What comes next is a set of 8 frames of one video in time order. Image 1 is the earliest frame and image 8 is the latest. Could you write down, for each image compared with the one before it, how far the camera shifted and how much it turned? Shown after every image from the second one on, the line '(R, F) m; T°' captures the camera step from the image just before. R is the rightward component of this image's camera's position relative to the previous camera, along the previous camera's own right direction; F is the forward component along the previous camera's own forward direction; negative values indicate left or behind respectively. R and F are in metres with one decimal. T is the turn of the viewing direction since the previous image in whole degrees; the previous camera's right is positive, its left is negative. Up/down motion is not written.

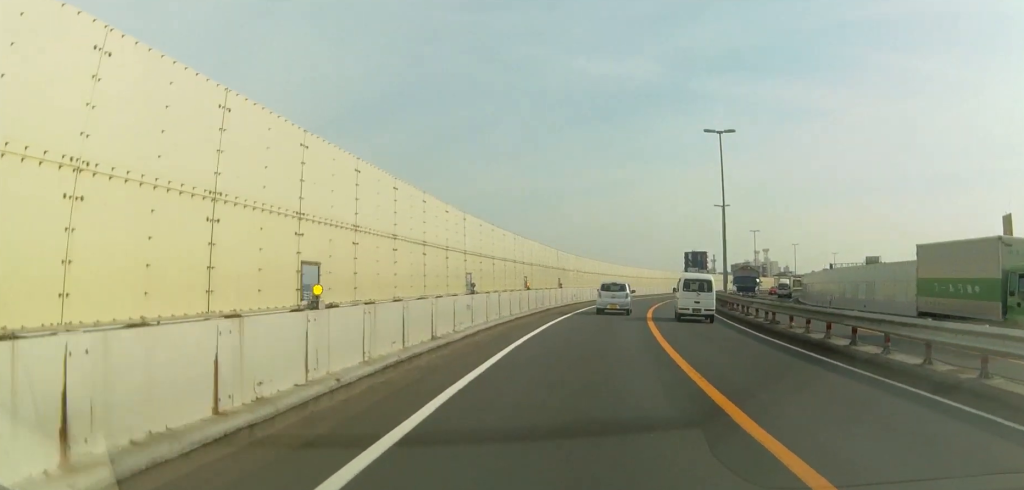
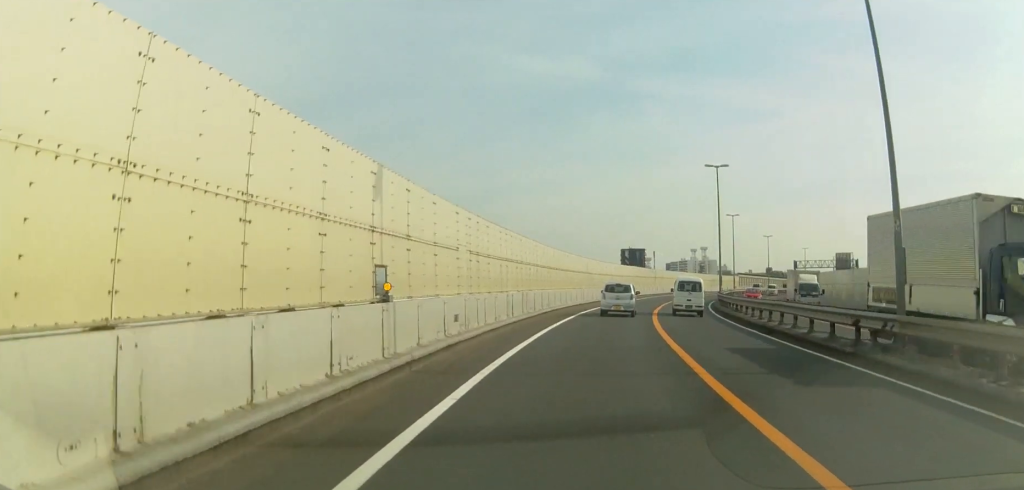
(+1.4, +27.7) m; +6°
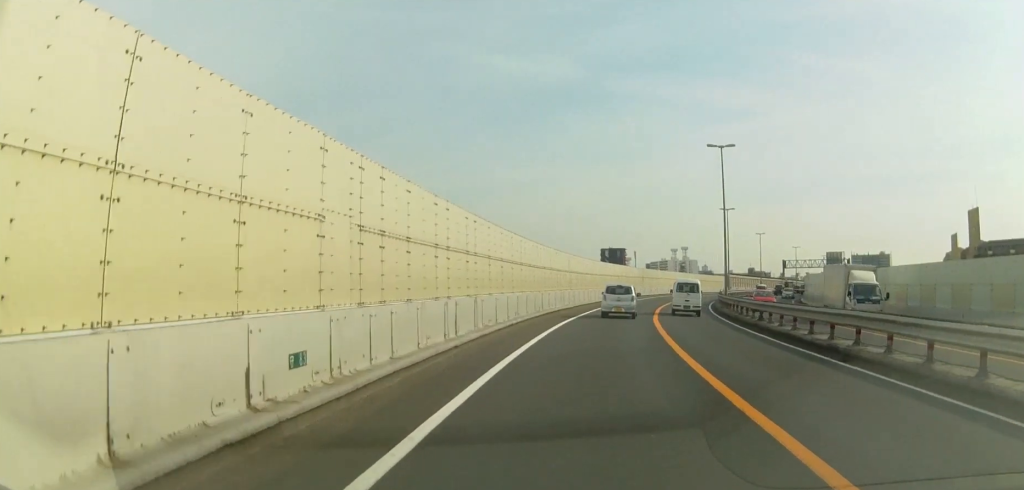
(+0.2, +8.2) m; +1°
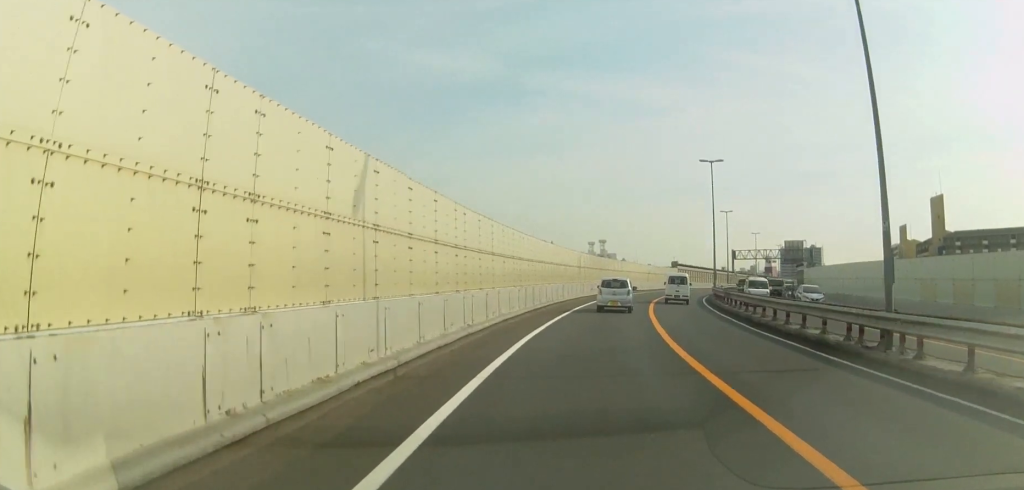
(+1.2, +30.5) m; +6°
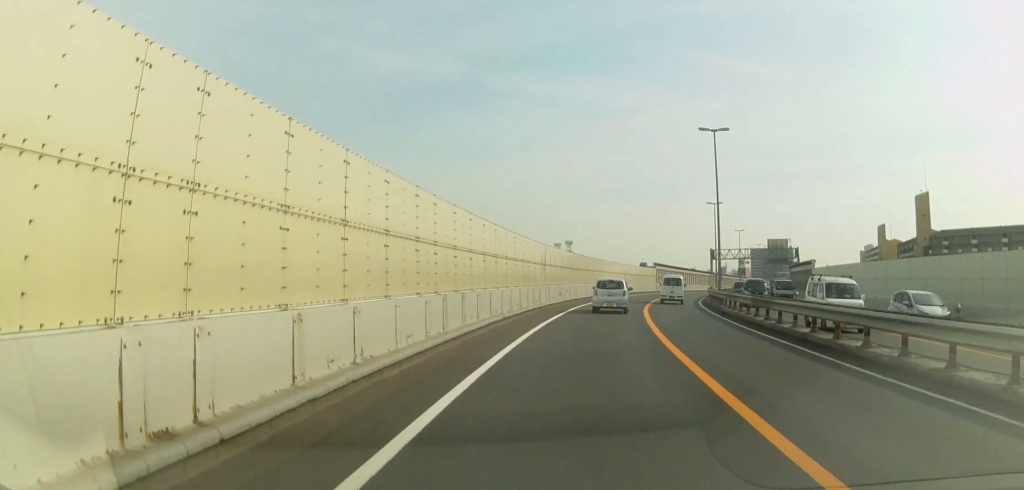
(+0.6, +11.8) m; +3°
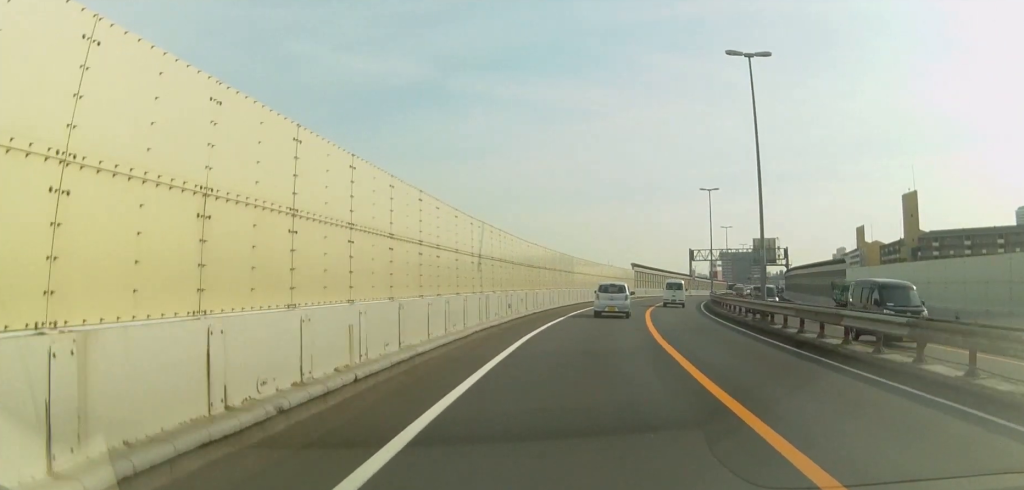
(+0.6, +14.9) m; +3°
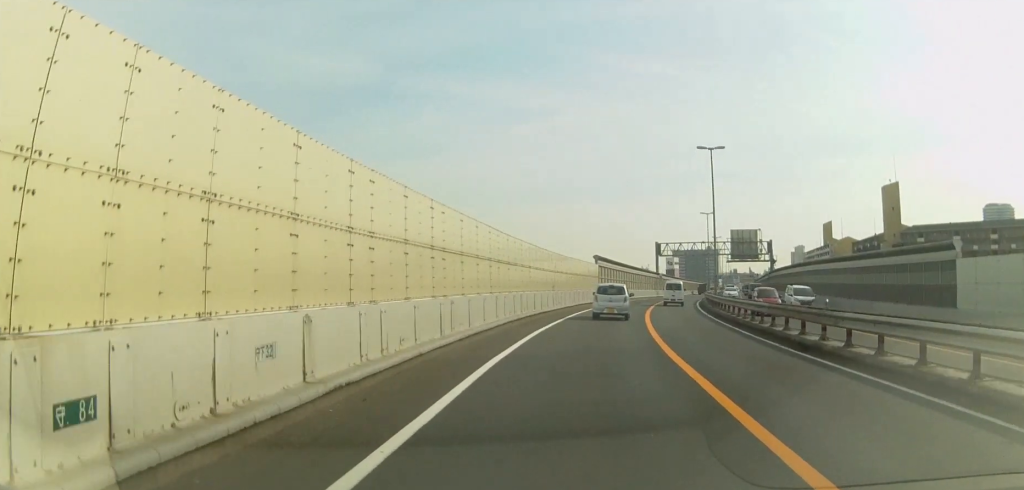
(+0.6, +20.0) m; +3°
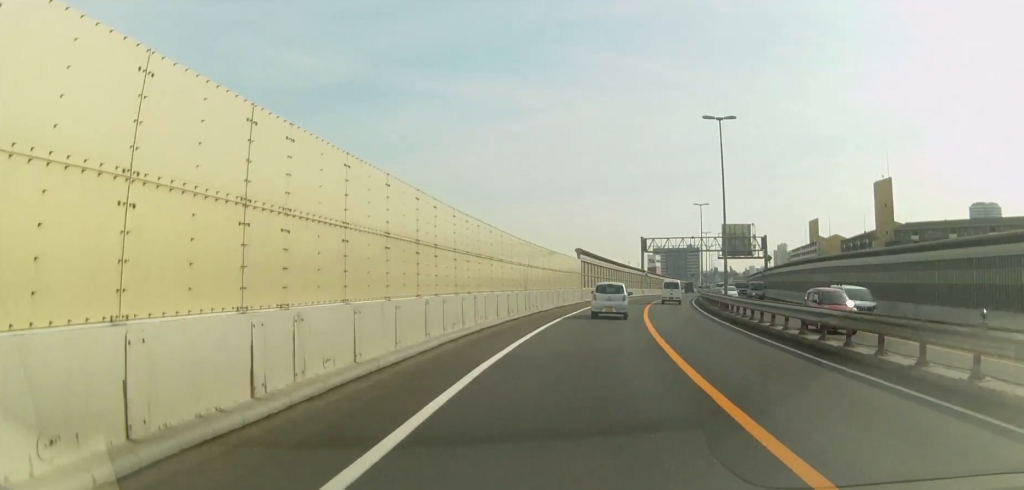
(-0.1, +8.1) m; +1°
